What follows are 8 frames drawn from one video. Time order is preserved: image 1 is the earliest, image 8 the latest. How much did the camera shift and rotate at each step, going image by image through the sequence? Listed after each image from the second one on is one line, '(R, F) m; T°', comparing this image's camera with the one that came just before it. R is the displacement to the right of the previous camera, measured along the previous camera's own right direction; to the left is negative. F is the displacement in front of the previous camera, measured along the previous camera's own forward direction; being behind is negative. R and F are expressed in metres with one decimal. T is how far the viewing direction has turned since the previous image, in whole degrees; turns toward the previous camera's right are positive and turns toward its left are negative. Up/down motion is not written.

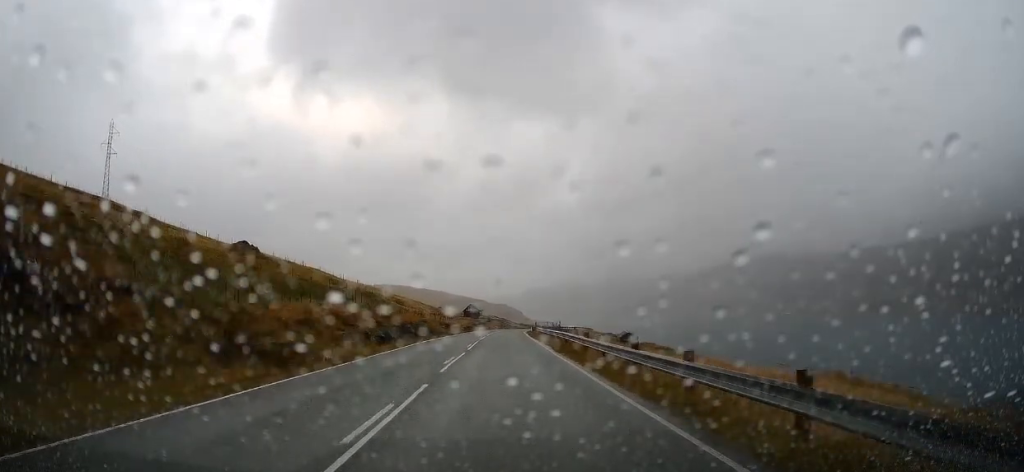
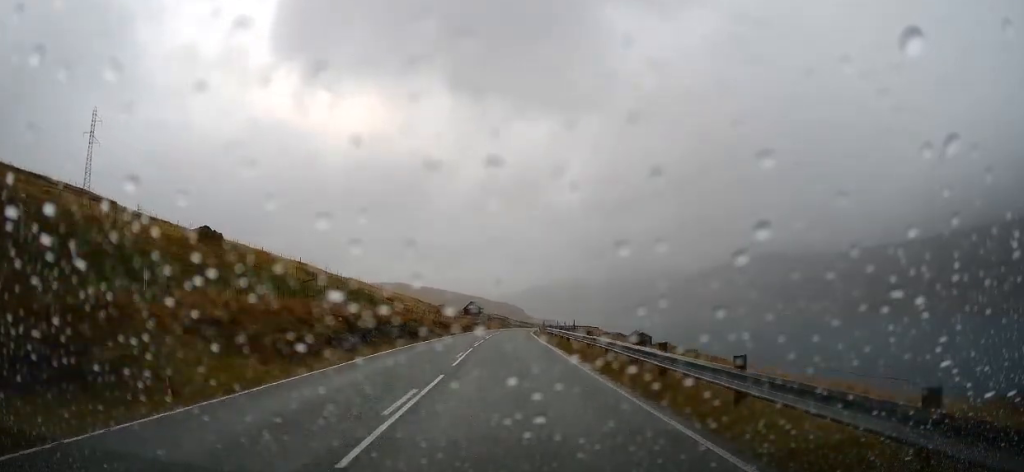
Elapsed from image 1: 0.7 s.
(0.0, +10.1) m; -1°
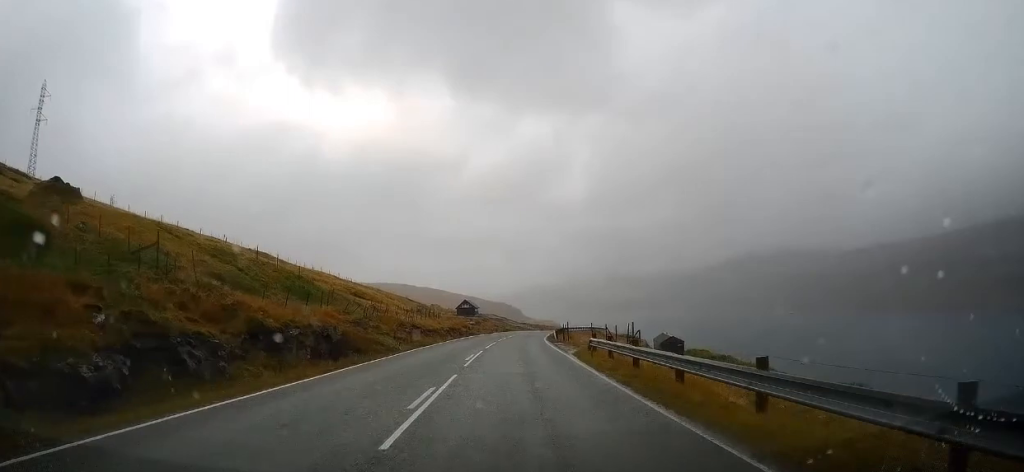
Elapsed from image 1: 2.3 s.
(-0.4, +22.9) m; 0°
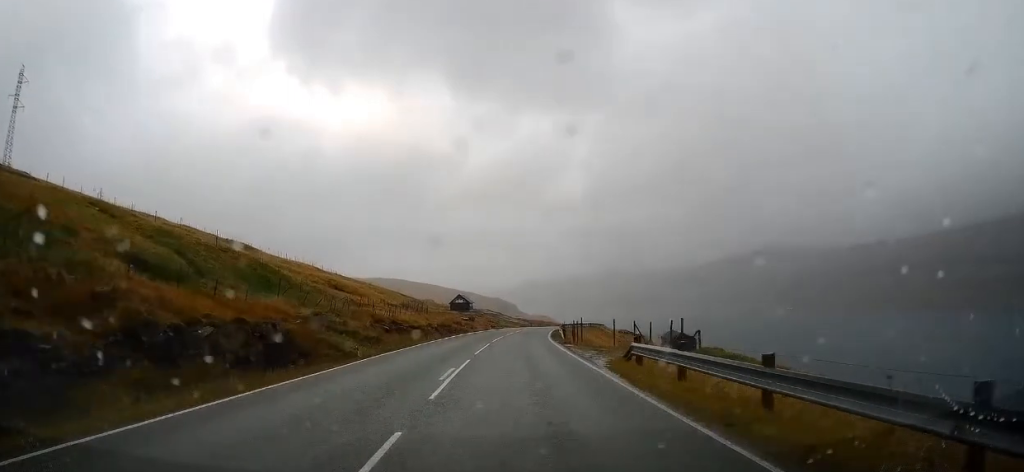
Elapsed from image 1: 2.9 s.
(+0.2, +8.1) m; 0°
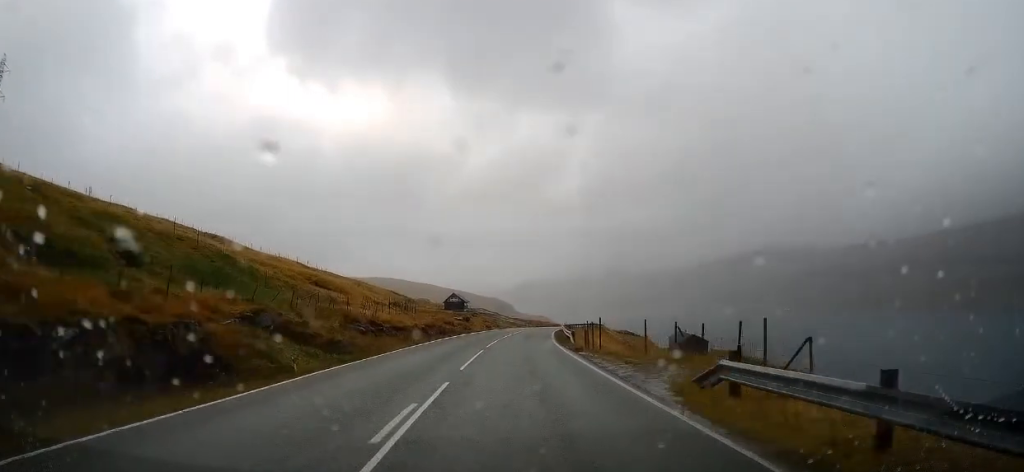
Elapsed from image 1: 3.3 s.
(+0.1, +6.7) m; 0°
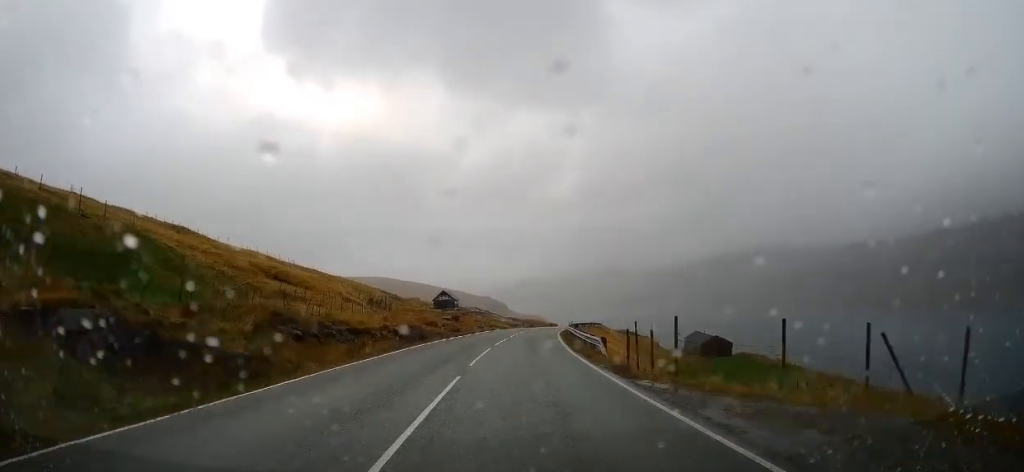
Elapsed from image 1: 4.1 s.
(-0.3, +11.0) m; 0°
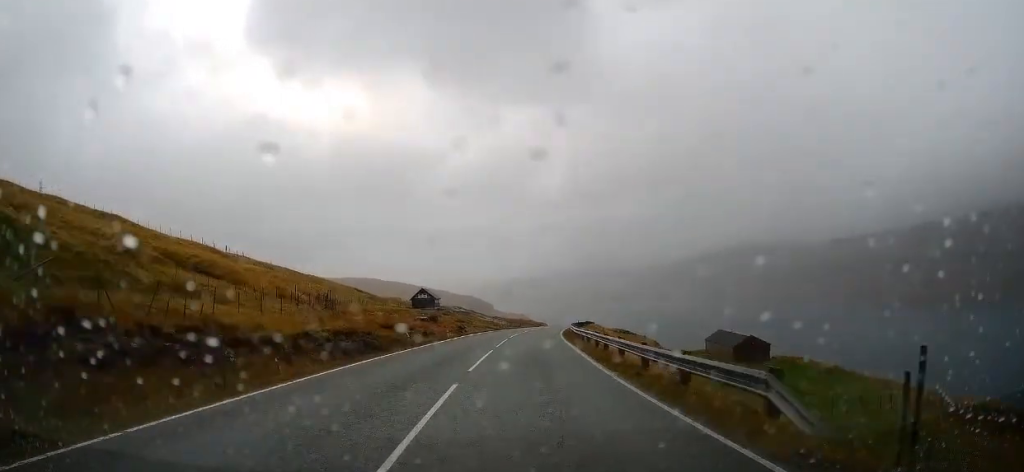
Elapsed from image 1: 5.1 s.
(+0.2, +13.9) m; +1°
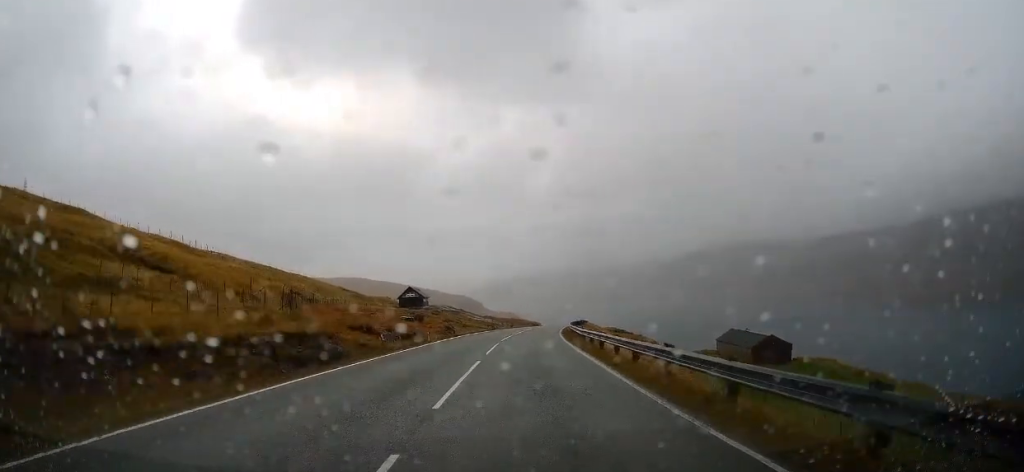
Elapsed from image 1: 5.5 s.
(0.0, +6.3) m; 0°
